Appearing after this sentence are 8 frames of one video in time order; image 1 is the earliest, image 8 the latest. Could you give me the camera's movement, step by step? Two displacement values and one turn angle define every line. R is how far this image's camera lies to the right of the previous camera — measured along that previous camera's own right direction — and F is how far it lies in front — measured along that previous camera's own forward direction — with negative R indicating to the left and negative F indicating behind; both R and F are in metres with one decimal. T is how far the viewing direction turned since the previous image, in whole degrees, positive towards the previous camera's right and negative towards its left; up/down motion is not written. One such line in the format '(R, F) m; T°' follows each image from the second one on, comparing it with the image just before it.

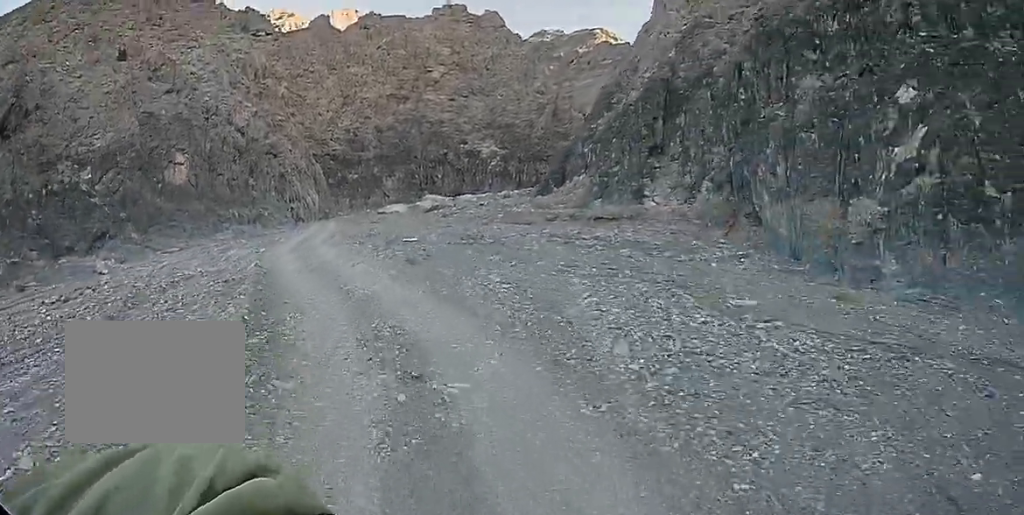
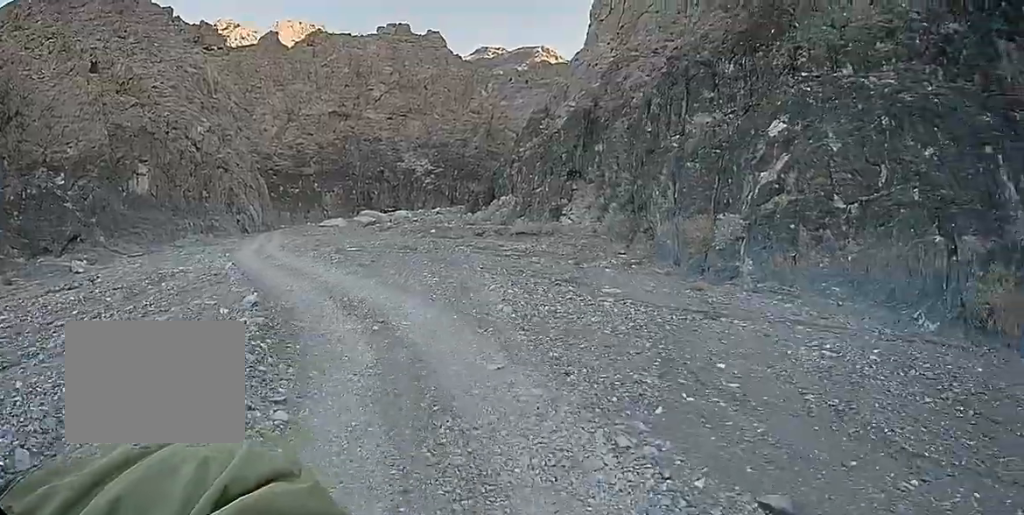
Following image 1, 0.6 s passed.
(+0.1, +5.0) m; +11°
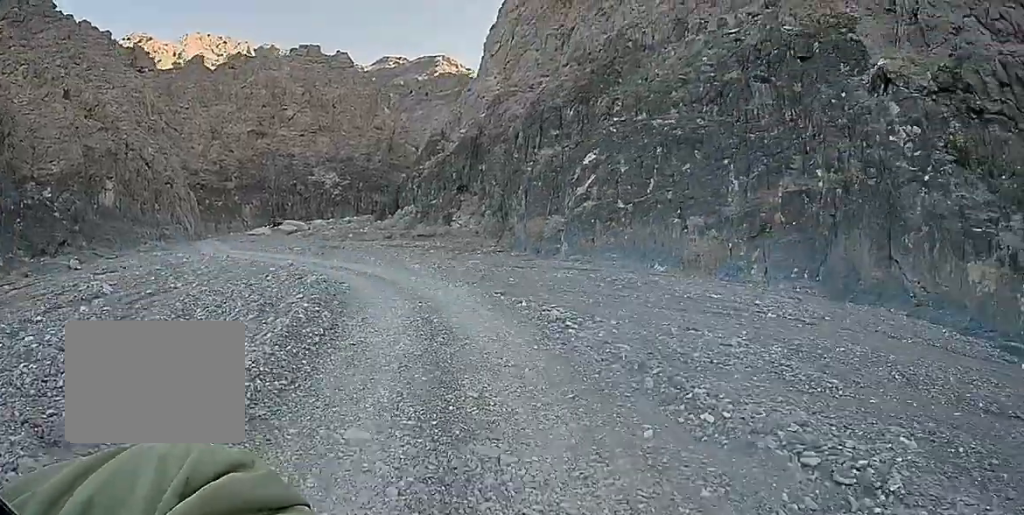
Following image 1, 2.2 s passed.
(+2.0, +12.7) m; +7°
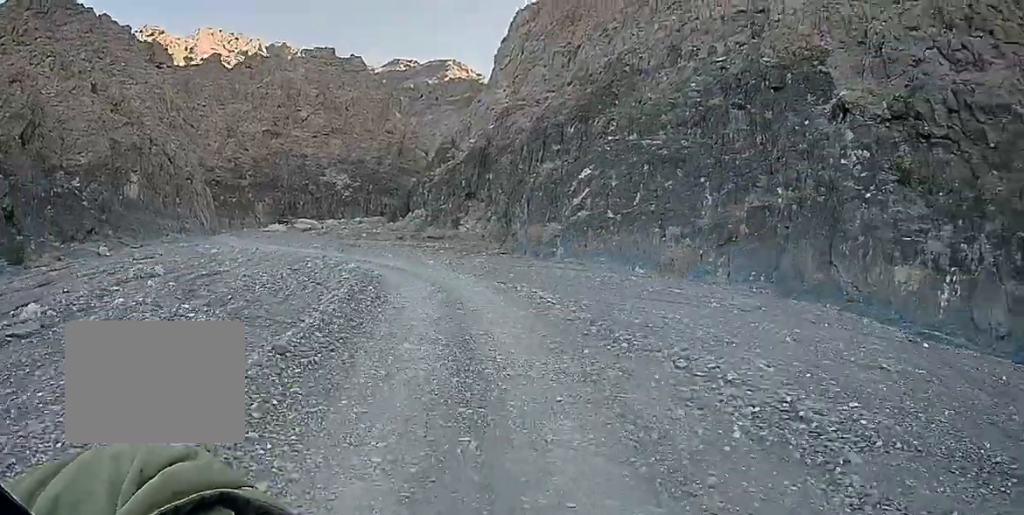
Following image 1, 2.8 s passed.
(-0.1, +4.6) m; 0°
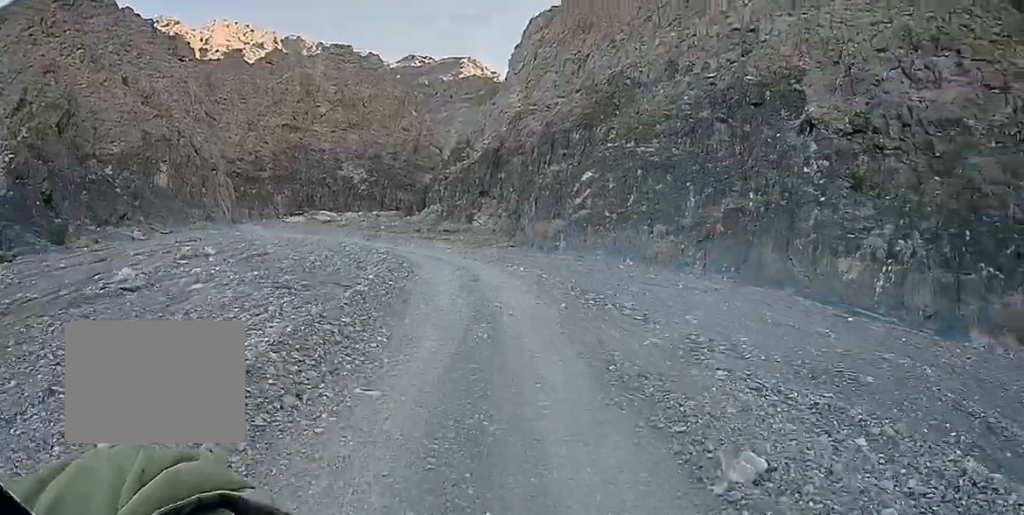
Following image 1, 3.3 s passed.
(+0.1, +4.7) m; +1°
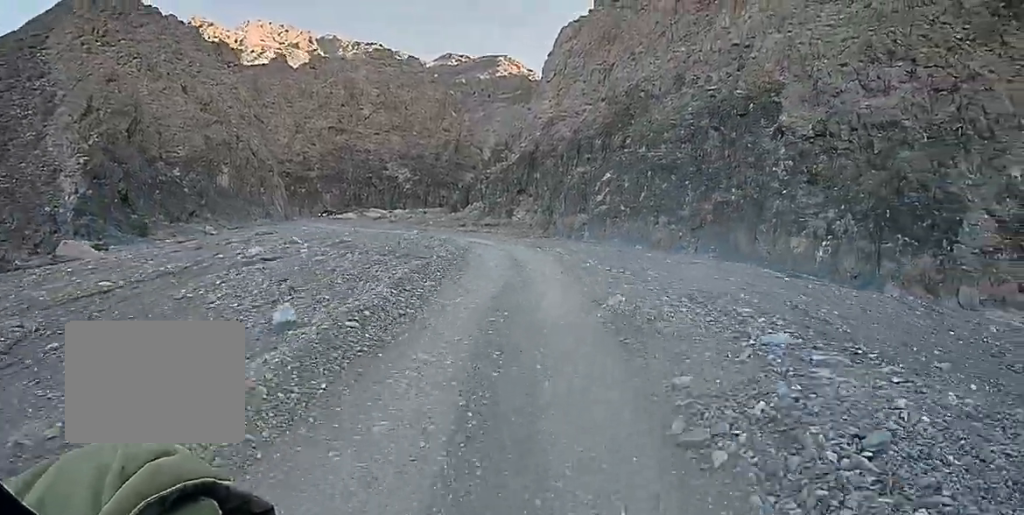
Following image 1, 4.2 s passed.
(+0.1, +8.2) m; -4°
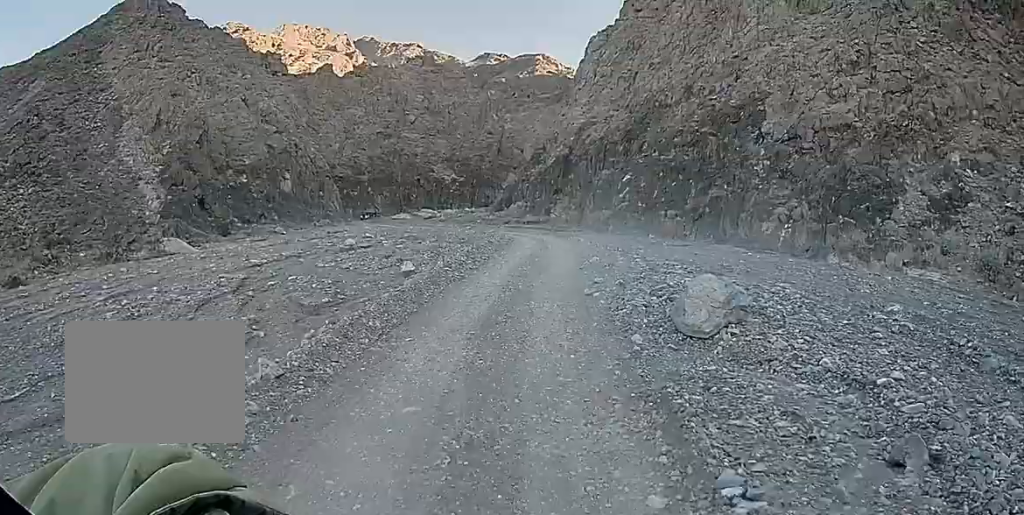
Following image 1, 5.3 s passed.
(-0.8, +9.4) m; -9°
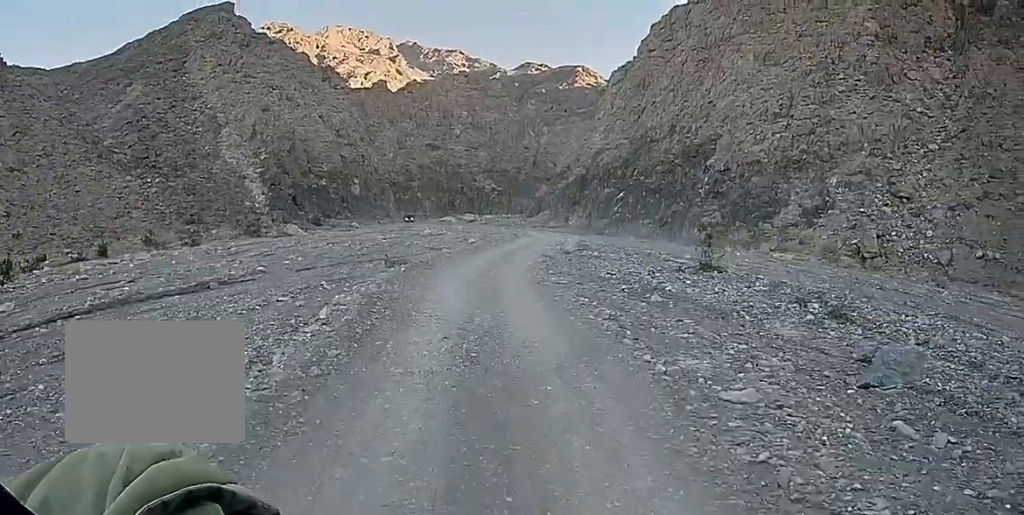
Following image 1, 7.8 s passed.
(-1.9, +23.0) m; -9°
